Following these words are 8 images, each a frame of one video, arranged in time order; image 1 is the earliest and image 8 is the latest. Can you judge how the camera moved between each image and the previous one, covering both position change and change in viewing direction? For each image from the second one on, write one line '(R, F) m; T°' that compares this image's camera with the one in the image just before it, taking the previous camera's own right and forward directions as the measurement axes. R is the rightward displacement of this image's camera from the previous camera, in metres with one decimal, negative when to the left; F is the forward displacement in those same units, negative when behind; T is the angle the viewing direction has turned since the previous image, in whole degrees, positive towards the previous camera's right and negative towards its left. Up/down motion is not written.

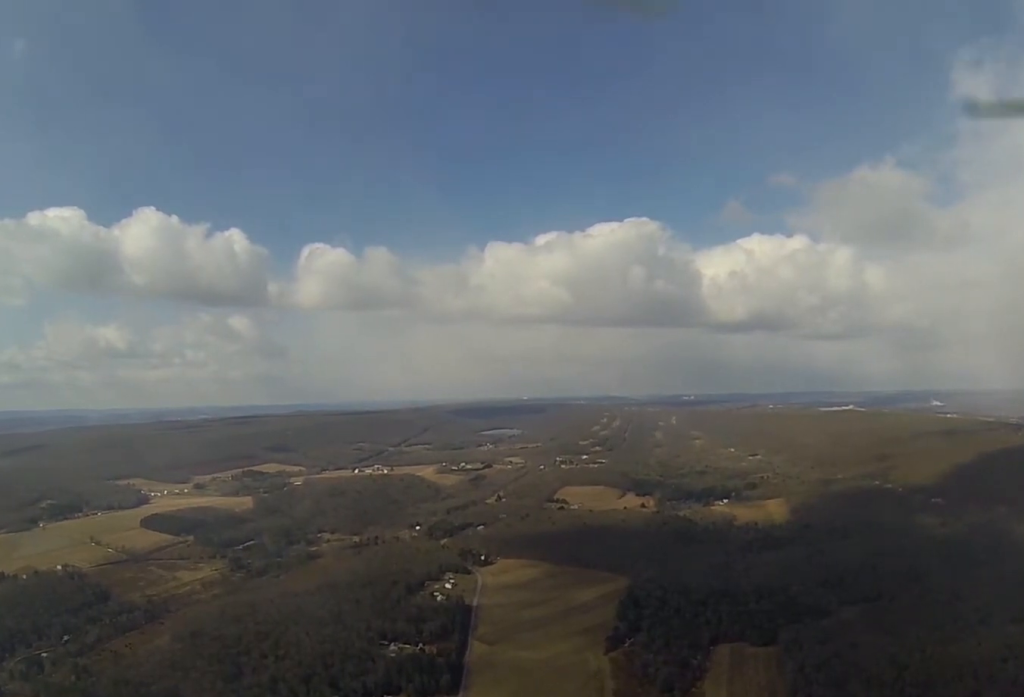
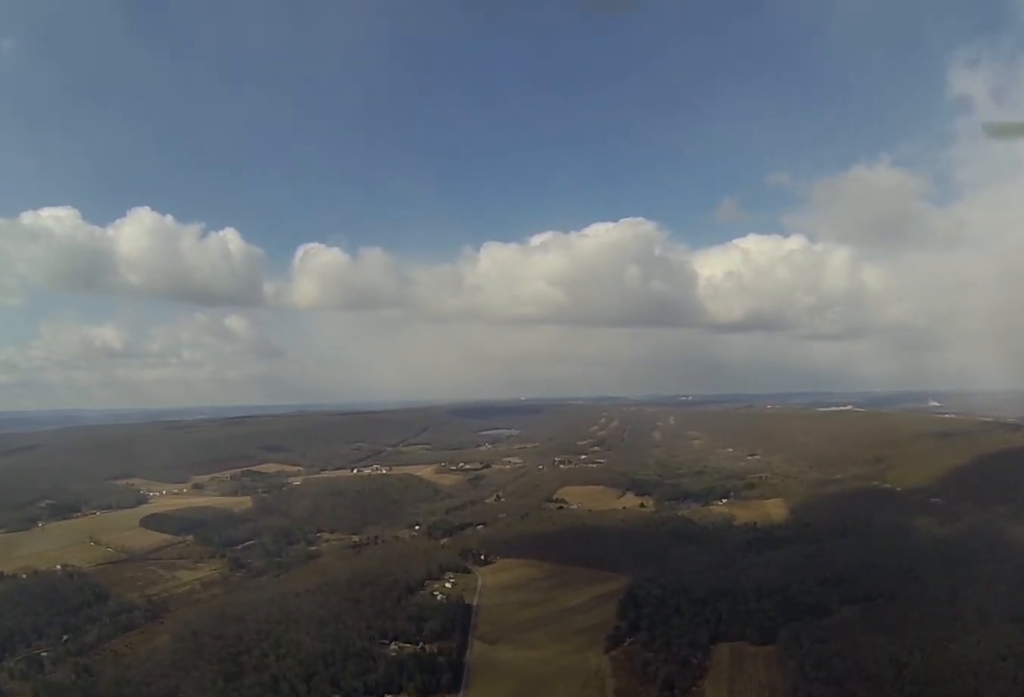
(0.0, +3.4) m; 0°
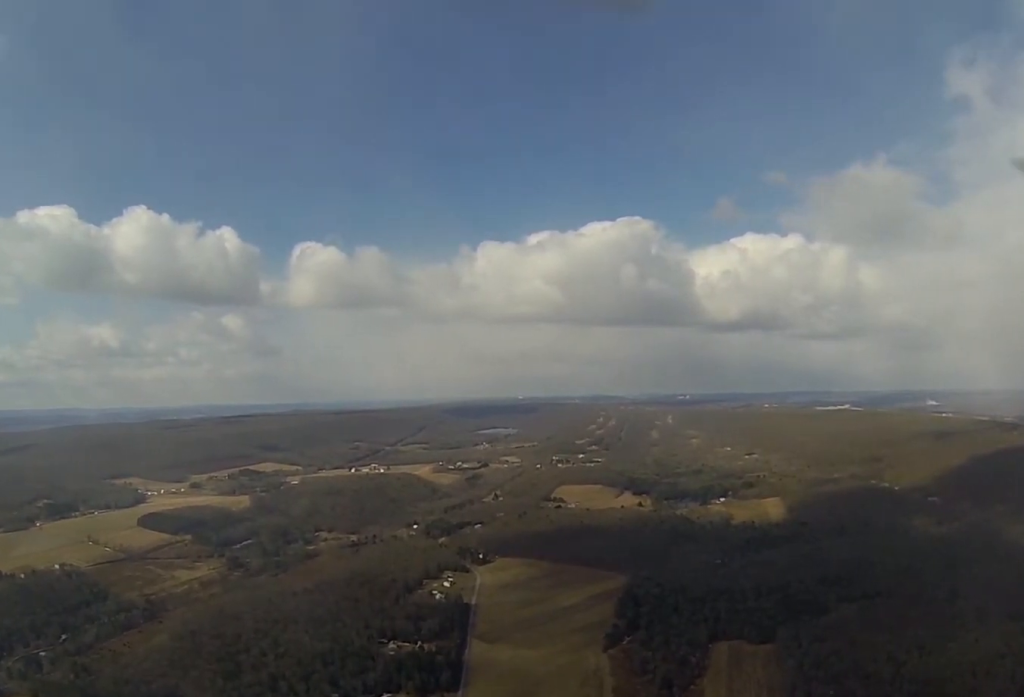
(0.0, +1.4) m; 0°
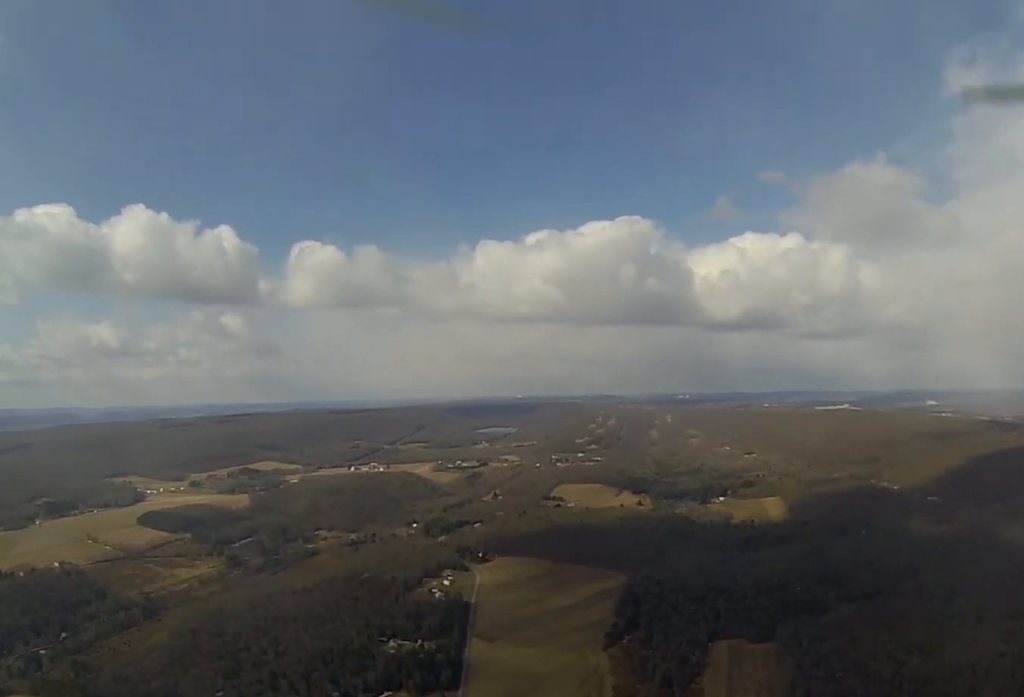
(0.0, +1.4) m; 0°
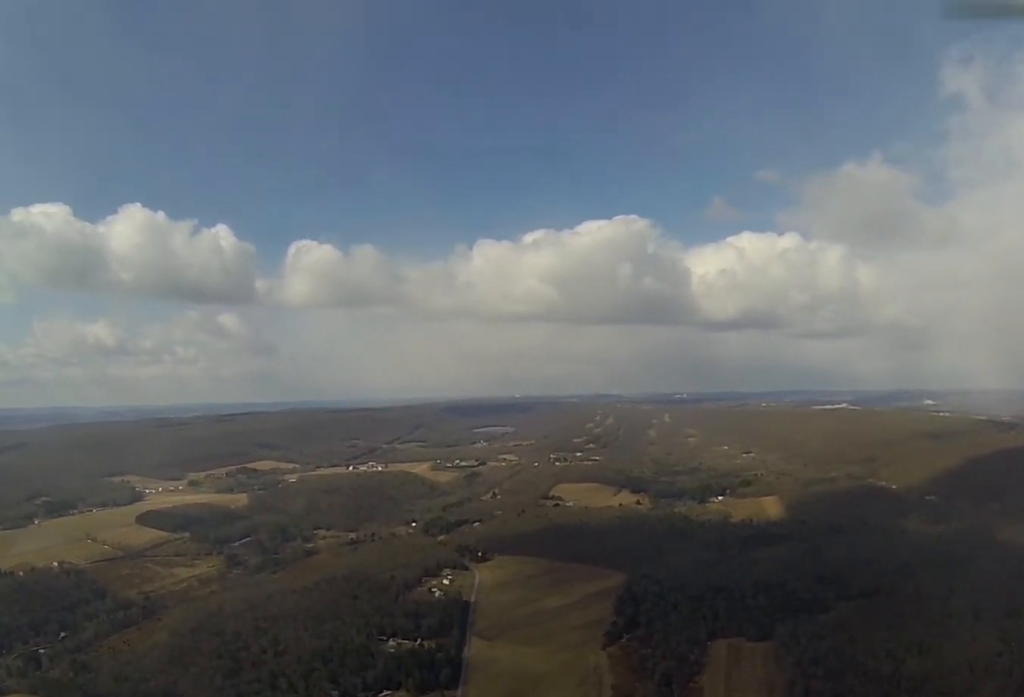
(0.0, +1.3) m; 0°
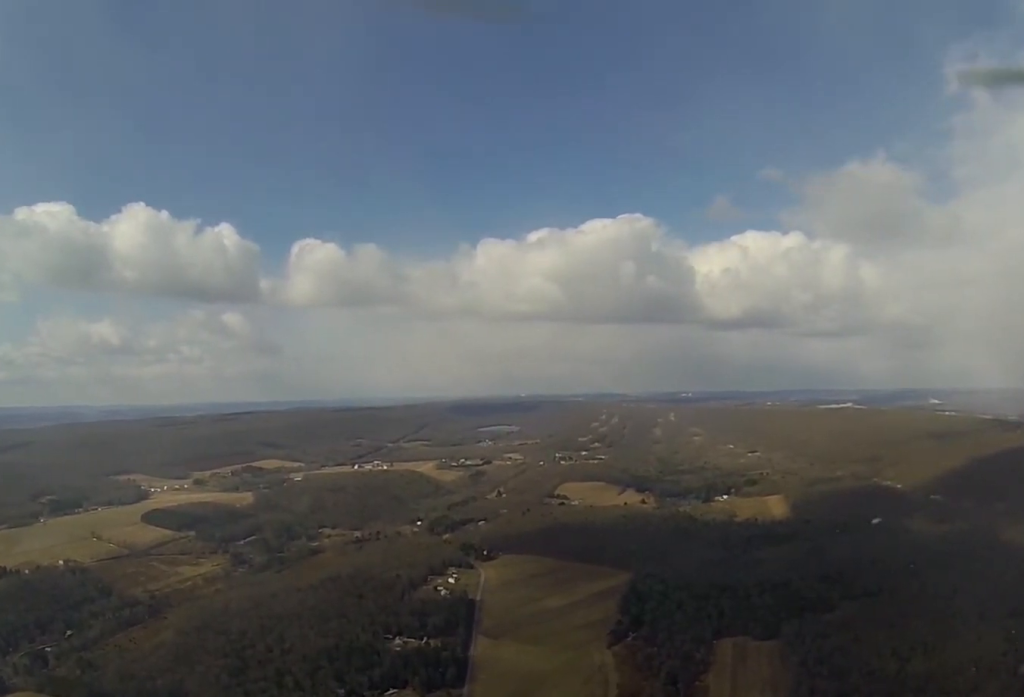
(0.0, +1.2) m; -1°
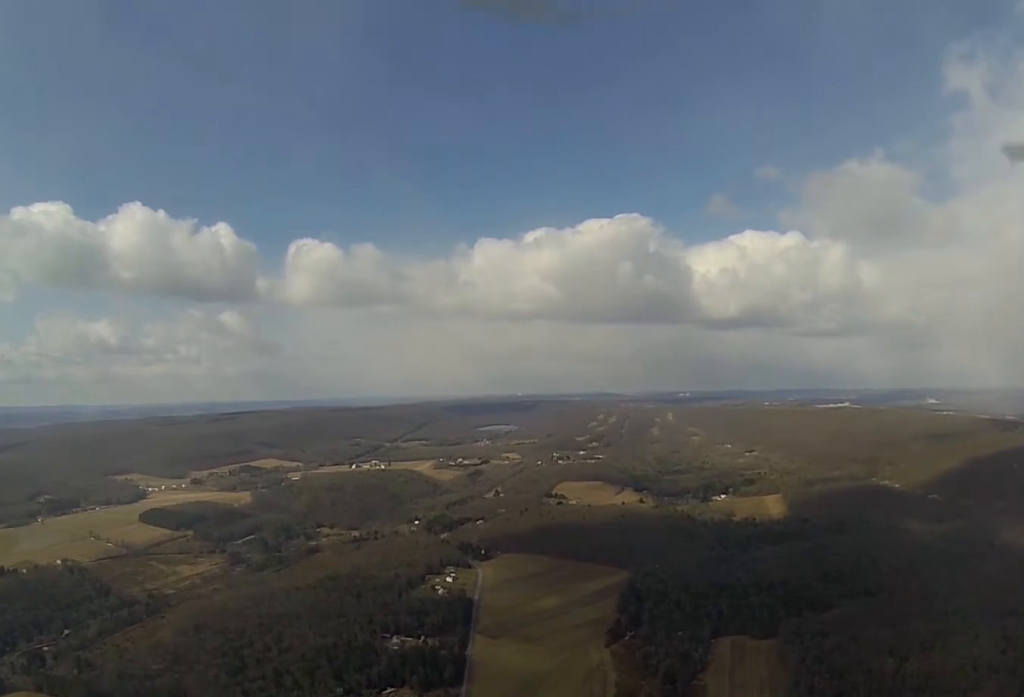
(0.0, +1.3) m; 0°
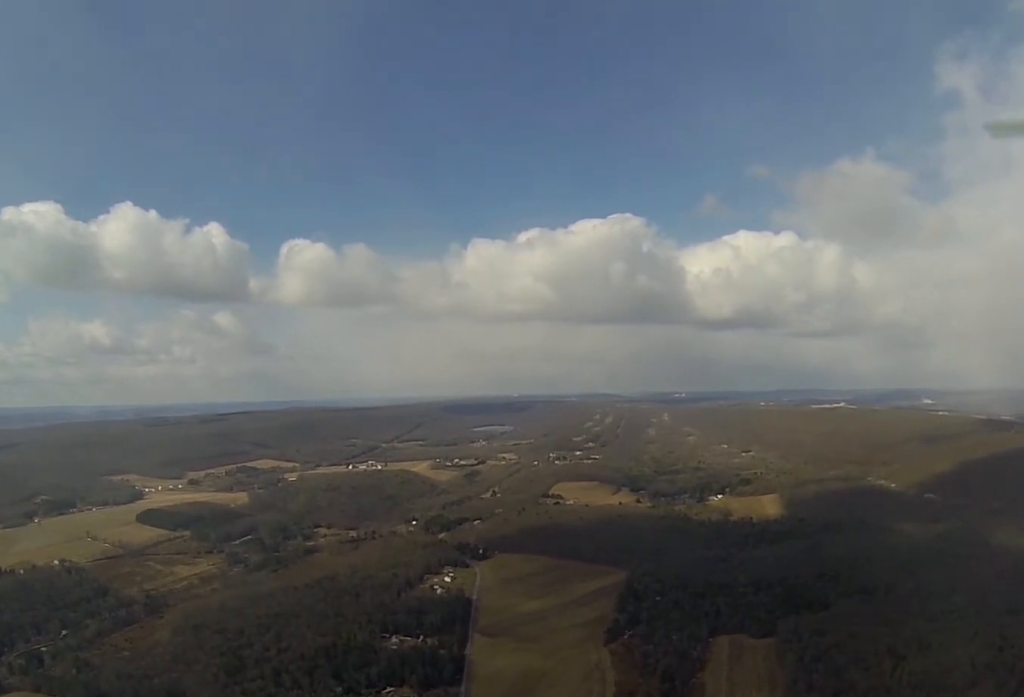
(0.0, +4.1) m; +1°
